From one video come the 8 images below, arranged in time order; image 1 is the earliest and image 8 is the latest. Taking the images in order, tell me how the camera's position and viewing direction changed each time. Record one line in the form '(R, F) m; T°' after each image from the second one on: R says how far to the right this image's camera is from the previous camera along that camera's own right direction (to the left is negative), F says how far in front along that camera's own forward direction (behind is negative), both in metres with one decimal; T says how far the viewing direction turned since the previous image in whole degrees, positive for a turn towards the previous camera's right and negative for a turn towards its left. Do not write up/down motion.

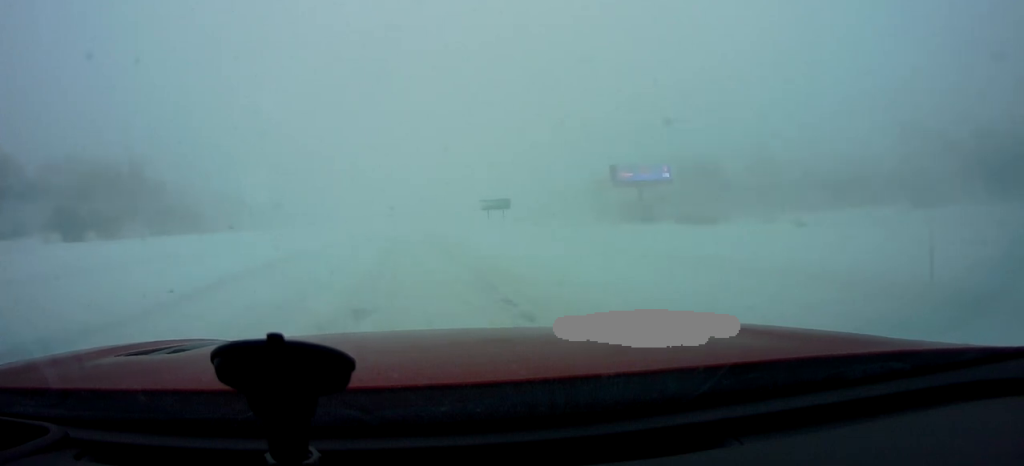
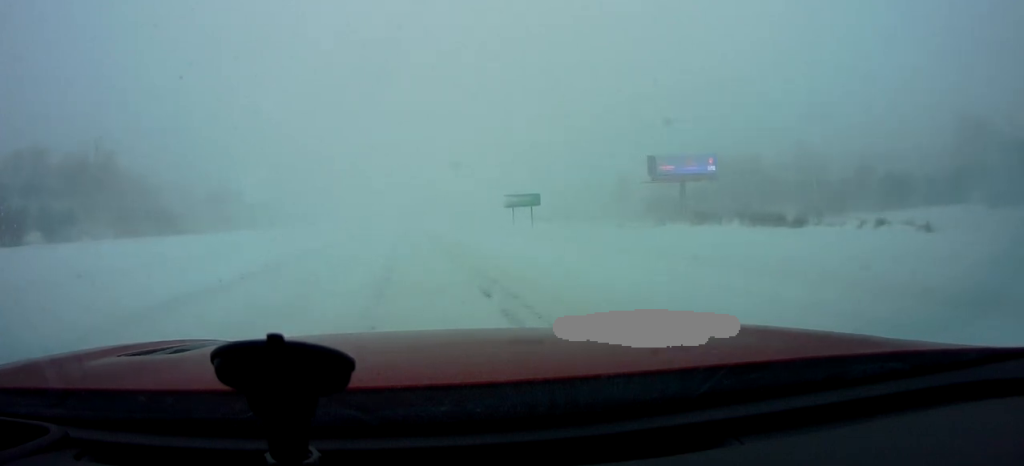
(+0.4, +15.1) m; 0°
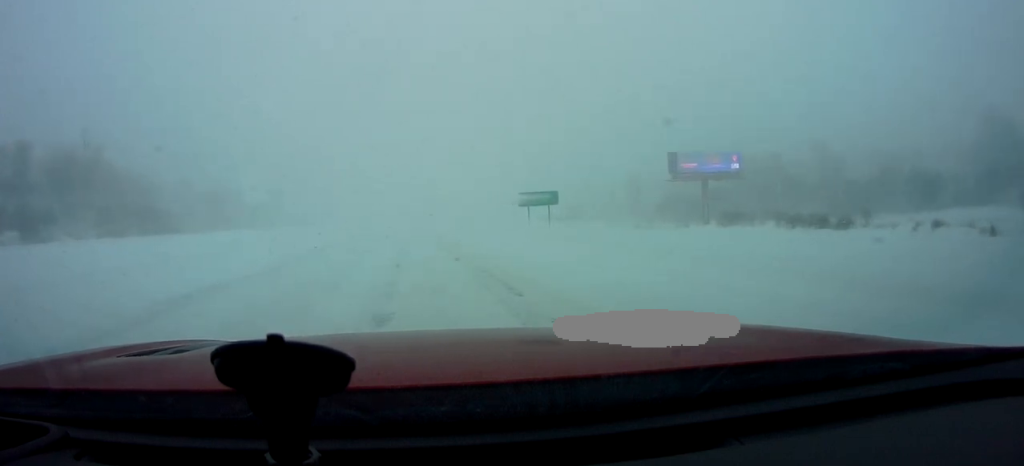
(+0.1, +5.9) m; -2°
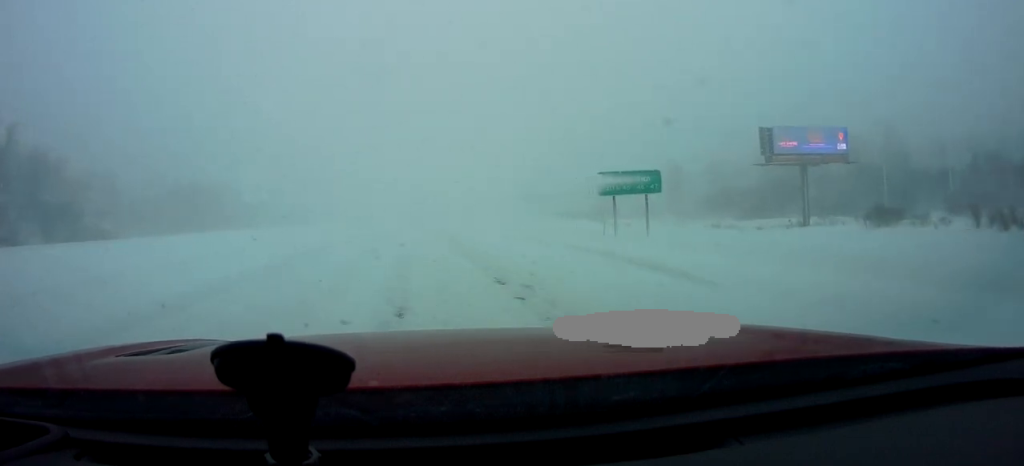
(-0.2, +26.3) m; 0°
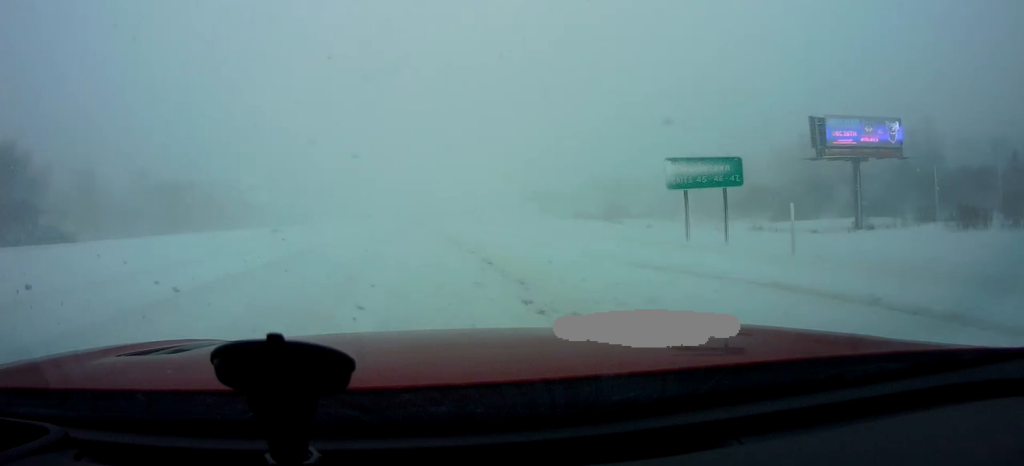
(-0.5, +9.9) m; 0°
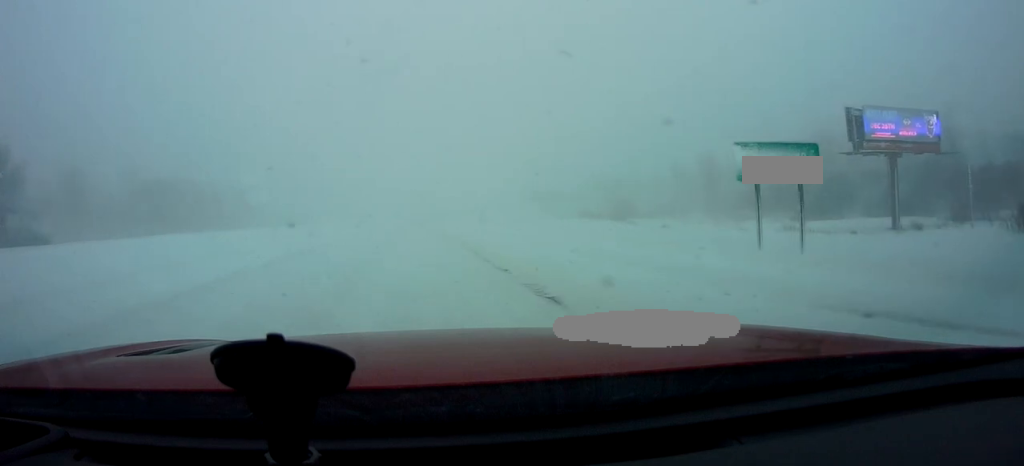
(+0.1, +6.3) m; 0°
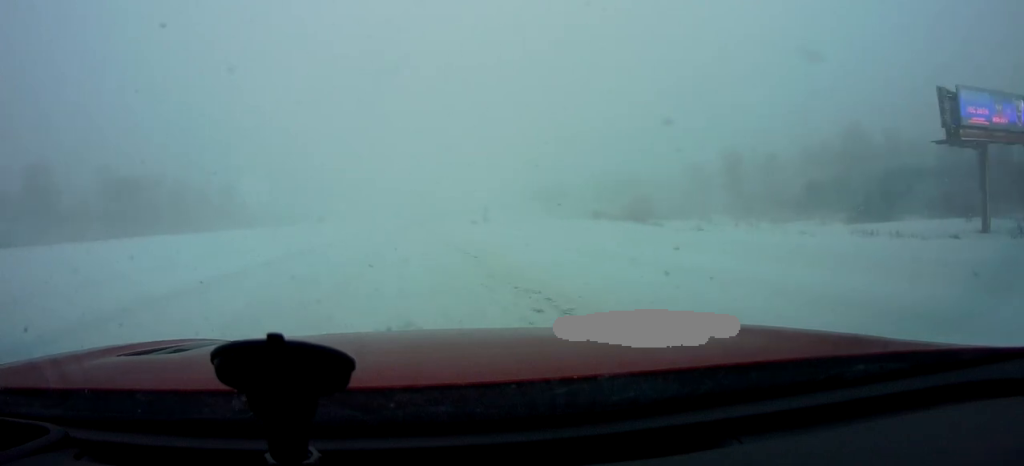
(+0.1, +13.4) m; -2°
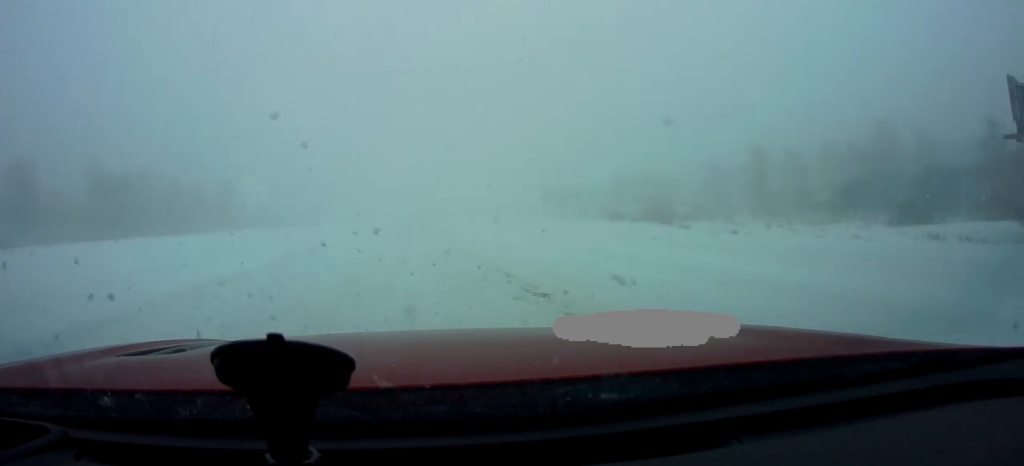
(-0.2, +7.5) m; -1°
